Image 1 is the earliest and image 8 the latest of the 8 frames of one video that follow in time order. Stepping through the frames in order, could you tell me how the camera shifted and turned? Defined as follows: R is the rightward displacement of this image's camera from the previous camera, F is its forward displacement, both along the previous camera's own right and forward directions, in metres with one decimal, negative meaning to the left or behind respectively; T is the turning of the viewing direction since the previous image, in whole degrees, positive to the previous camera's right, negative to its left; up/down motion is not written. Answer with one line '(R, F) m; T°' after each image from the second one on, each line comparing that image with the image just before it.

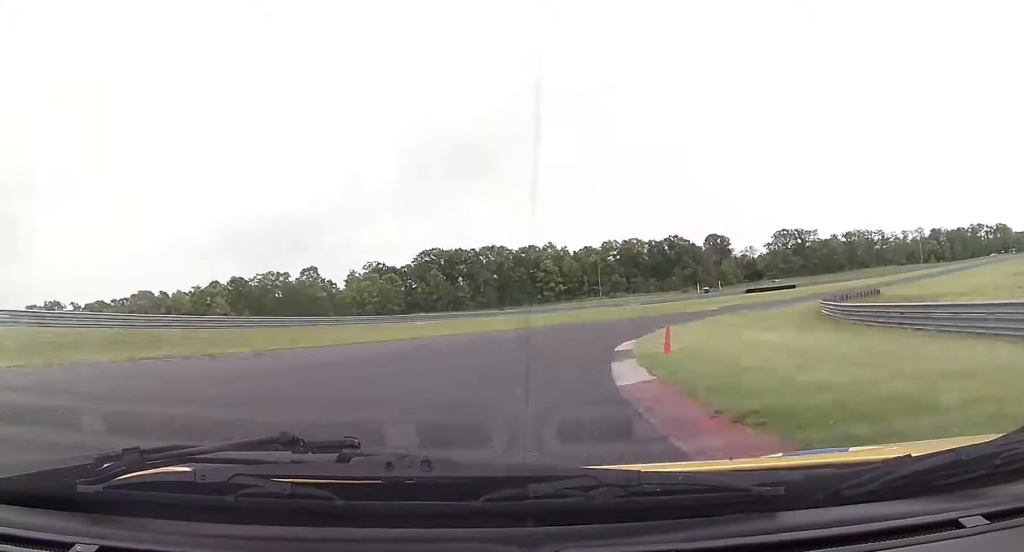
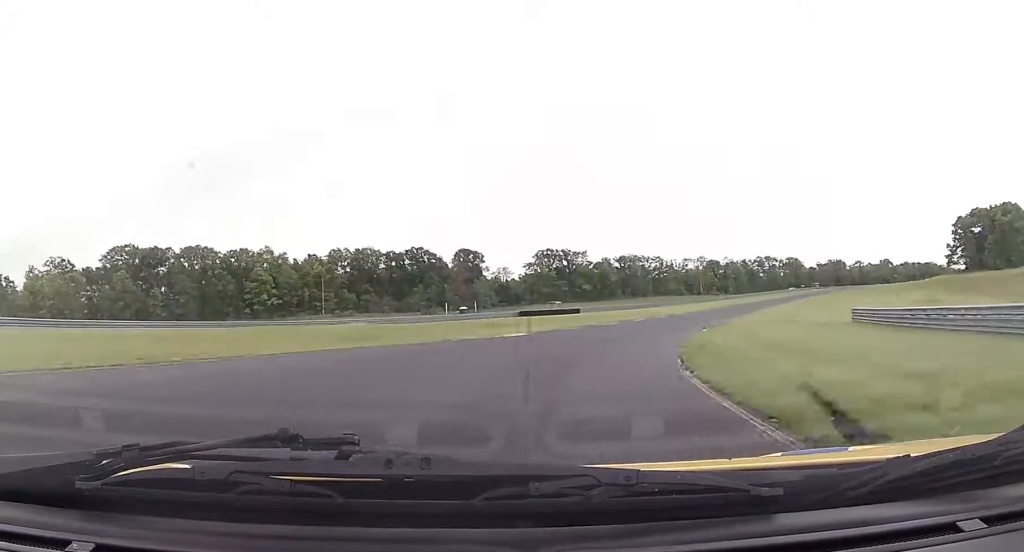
(+8.5, +43.5) m; +22°
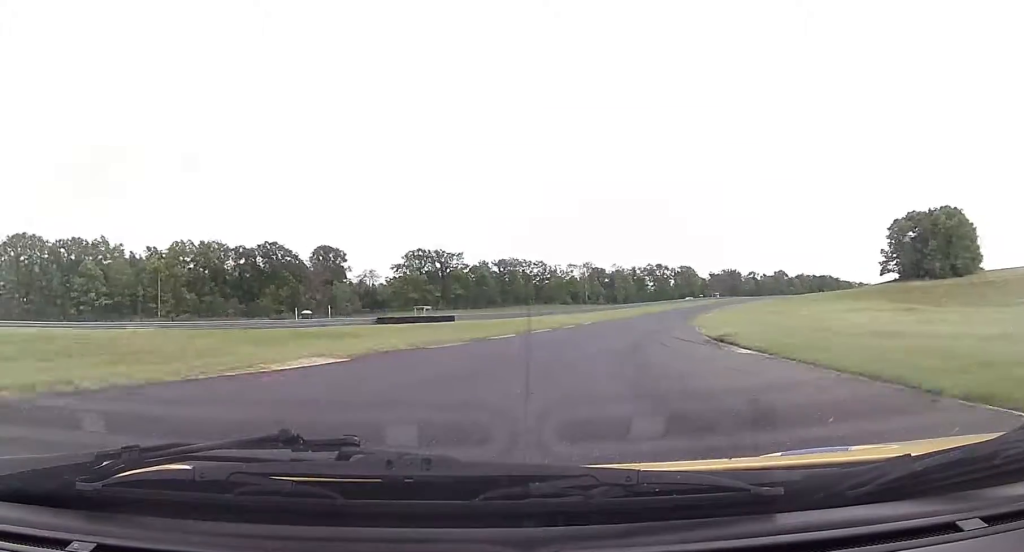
(+2.9, +26.3) m; +11°
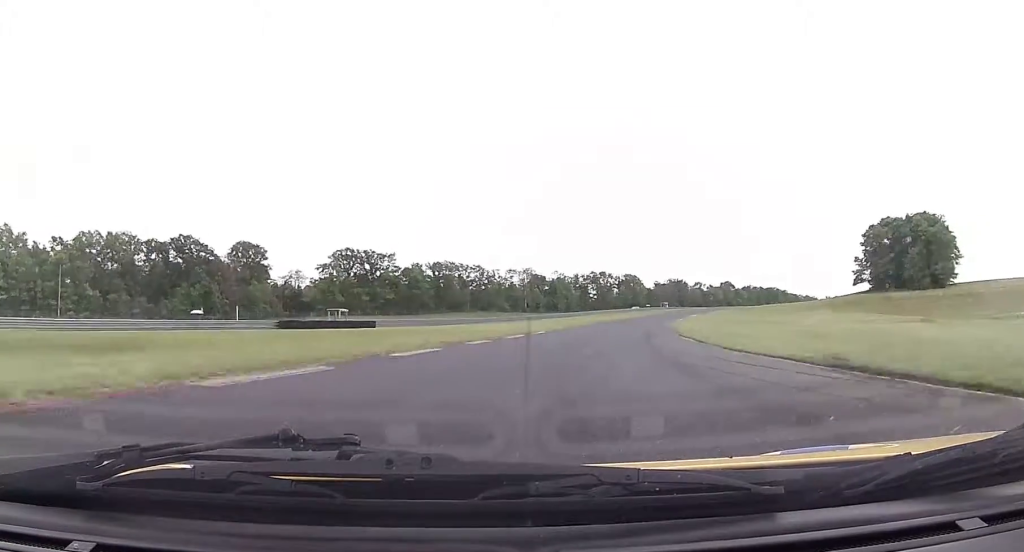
(+1.1, +16.3) m; +6°
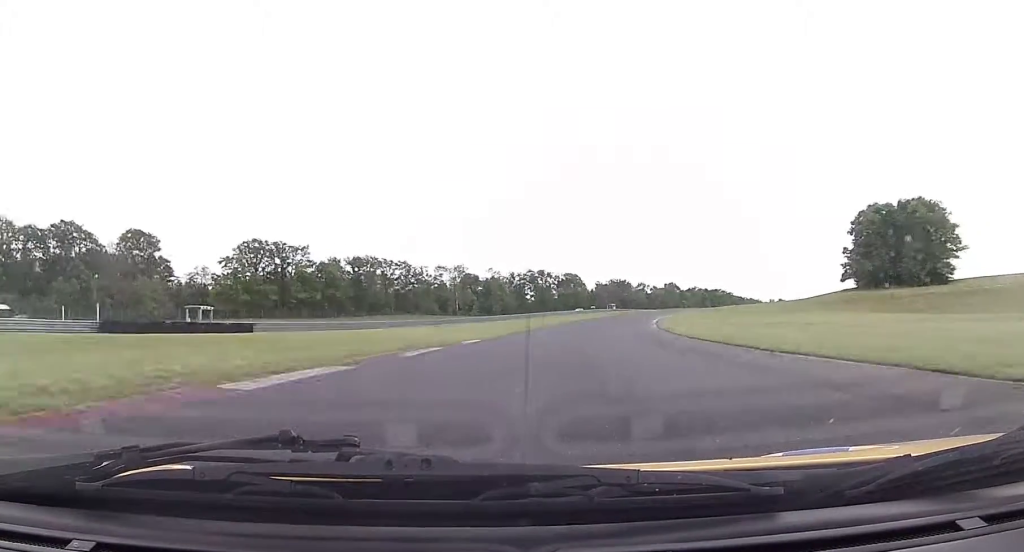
(+2.0, +23.8) m; +7°
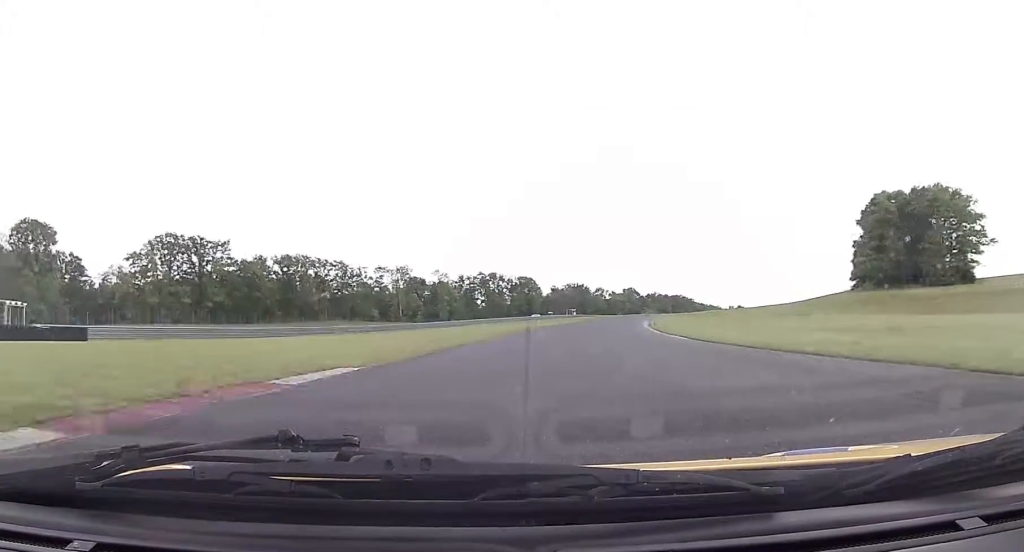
(+1.1, +22.4) m; +4°
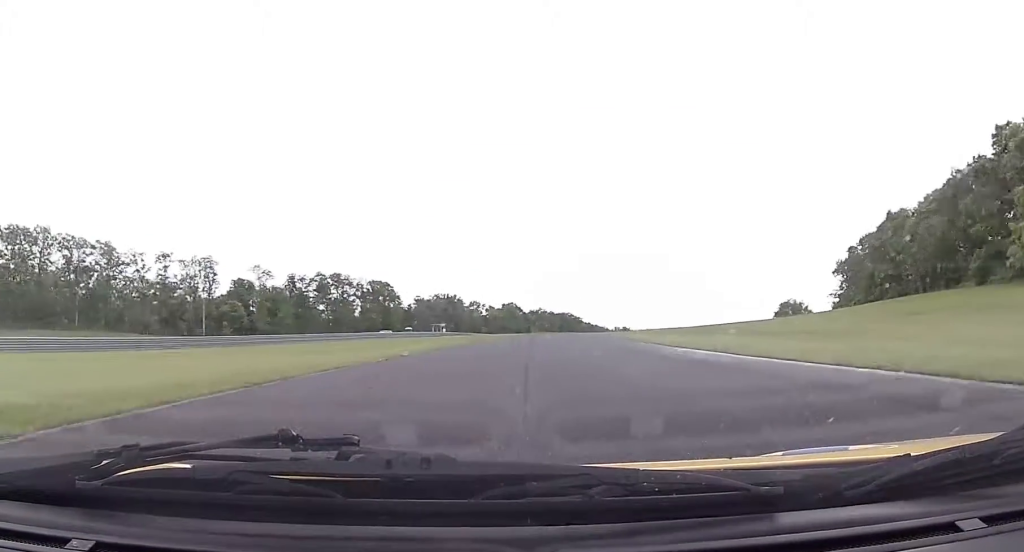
(+5.9, +63.3) m; +11°
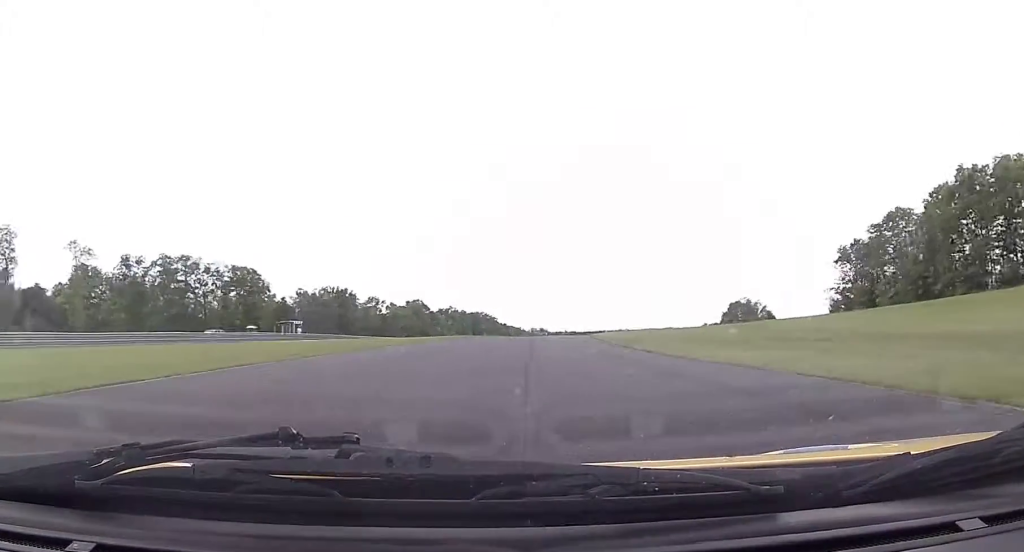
(+2.5, +43.9) m; +7°
